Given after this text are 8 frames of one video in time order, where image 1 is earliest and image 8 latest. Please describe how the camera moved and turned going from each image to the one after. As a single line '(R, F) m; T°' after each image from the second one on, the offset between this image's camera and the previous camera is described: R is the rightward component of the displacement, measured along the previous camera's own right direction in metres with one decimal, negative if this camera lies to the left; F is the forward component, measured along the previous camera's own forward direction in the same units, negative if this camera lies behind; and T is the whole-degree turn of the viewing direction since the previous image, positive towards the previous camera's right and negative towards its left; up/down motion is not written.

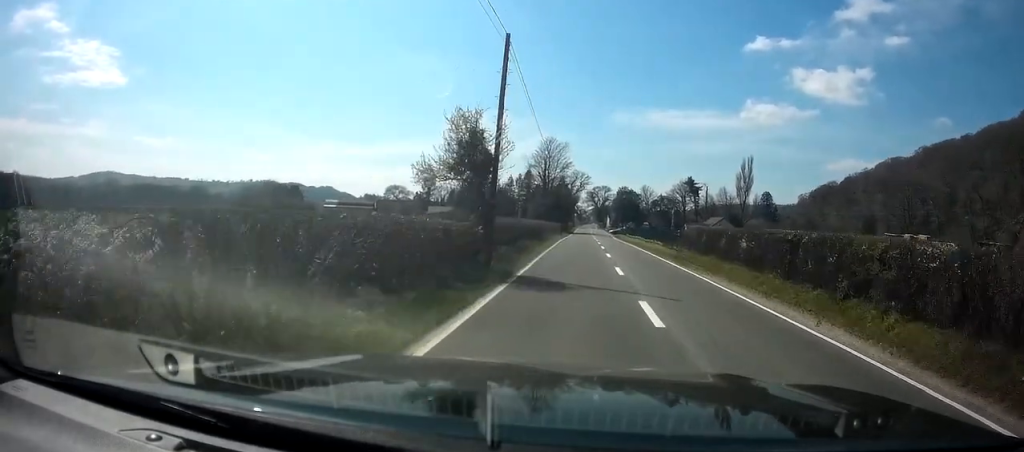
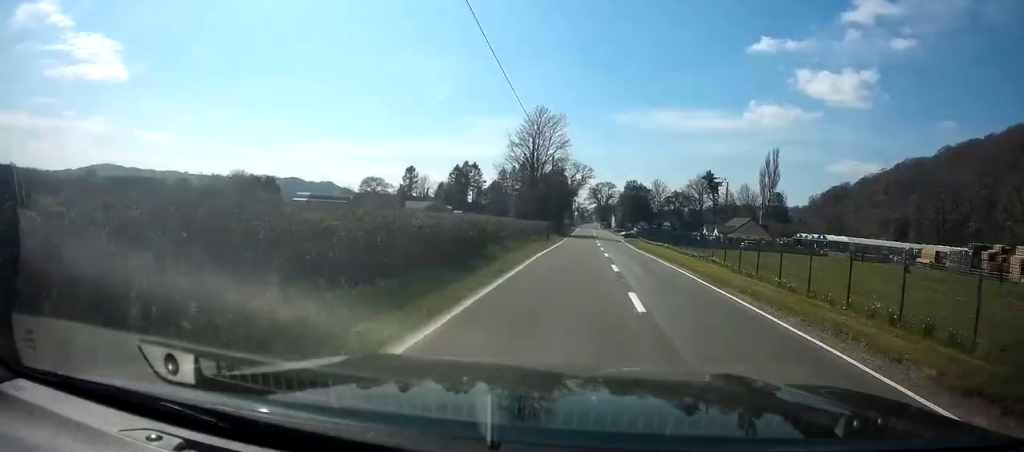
(0.0, +25.2) m; 0°
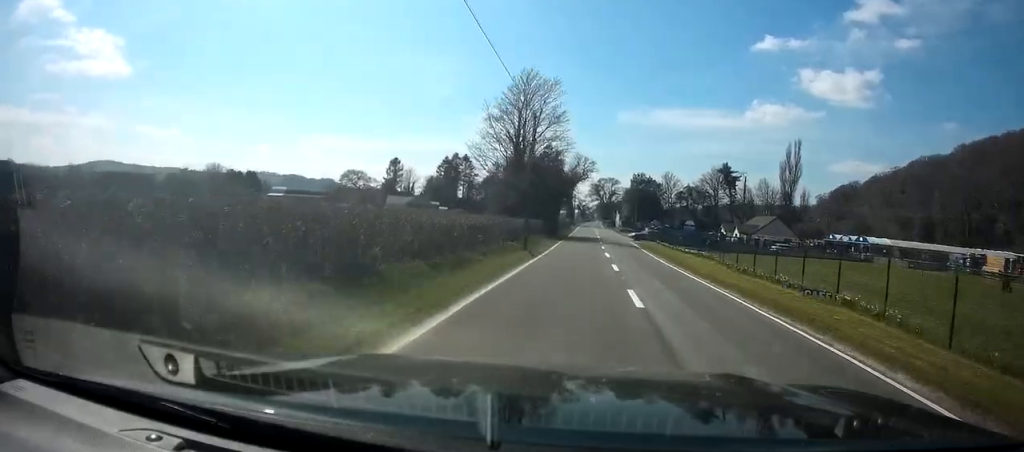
(0.0, +17.2) m; 0°
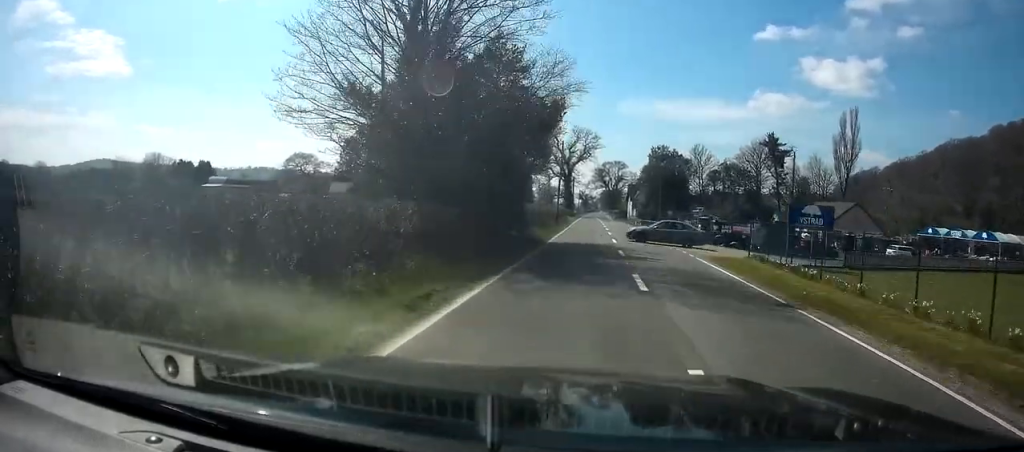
(+0.1, +32.2) m; 0°
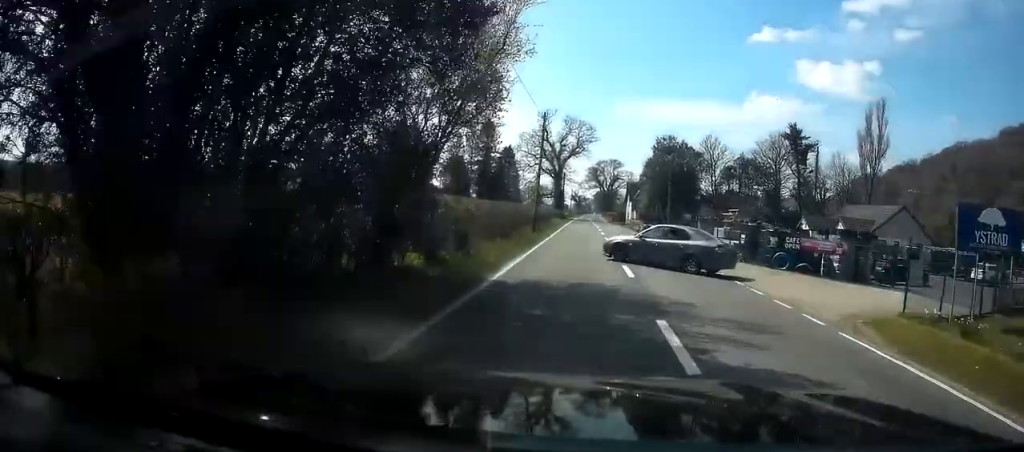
(0.0, +14.1) m; 0°
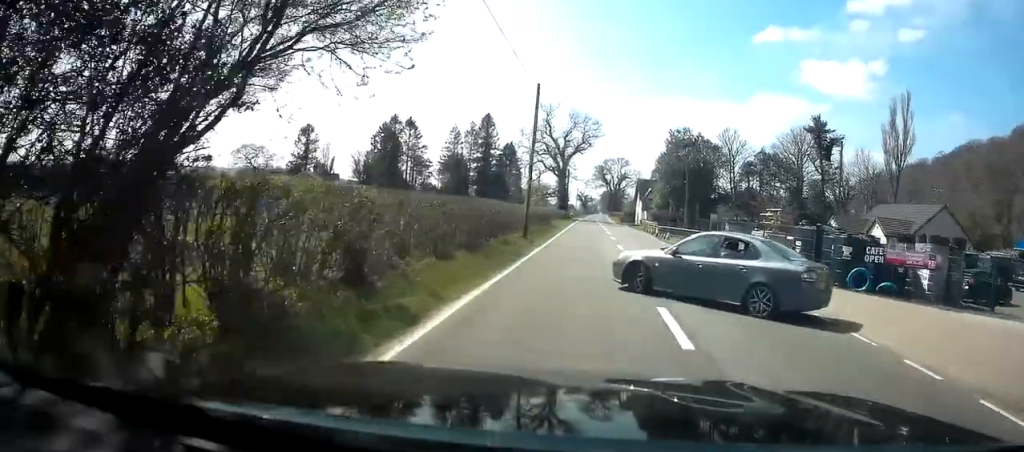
(0.0, +8.7) m; 0°
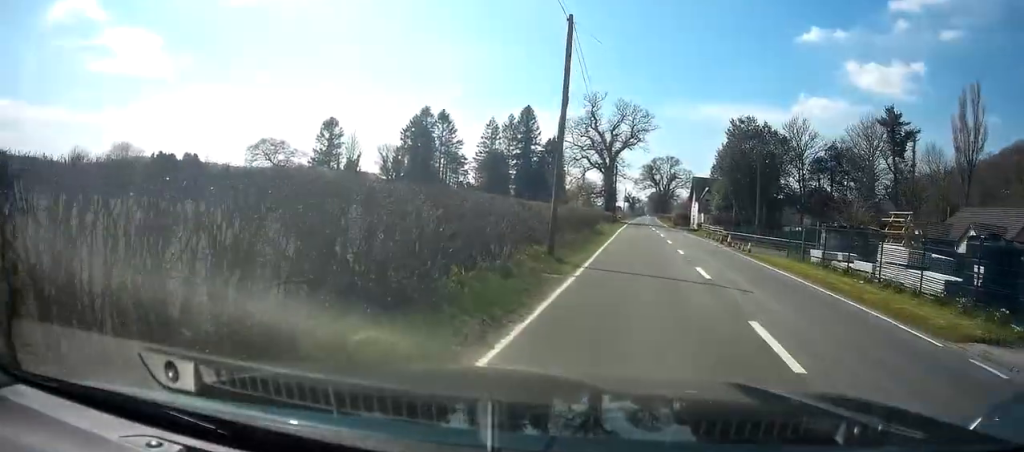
(+0.2, +13.5) m; +2°
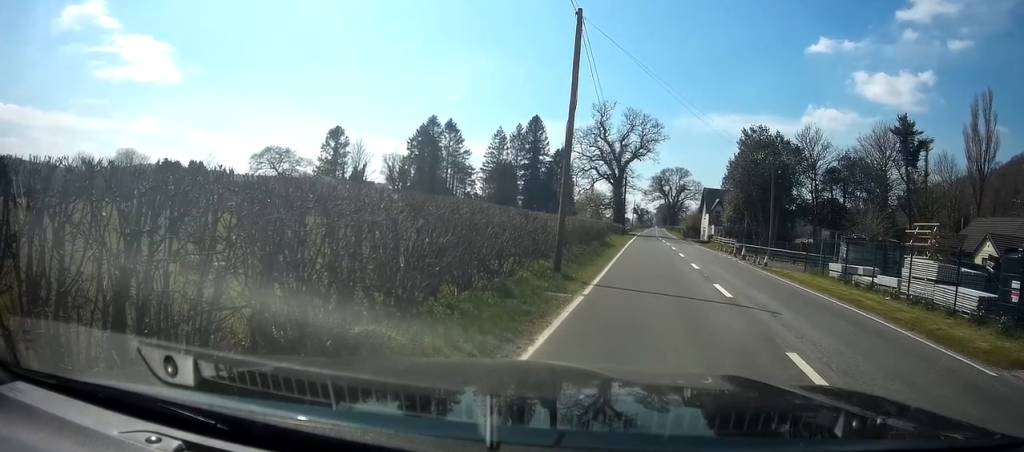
(-0.2, +9.1) m; -1°
